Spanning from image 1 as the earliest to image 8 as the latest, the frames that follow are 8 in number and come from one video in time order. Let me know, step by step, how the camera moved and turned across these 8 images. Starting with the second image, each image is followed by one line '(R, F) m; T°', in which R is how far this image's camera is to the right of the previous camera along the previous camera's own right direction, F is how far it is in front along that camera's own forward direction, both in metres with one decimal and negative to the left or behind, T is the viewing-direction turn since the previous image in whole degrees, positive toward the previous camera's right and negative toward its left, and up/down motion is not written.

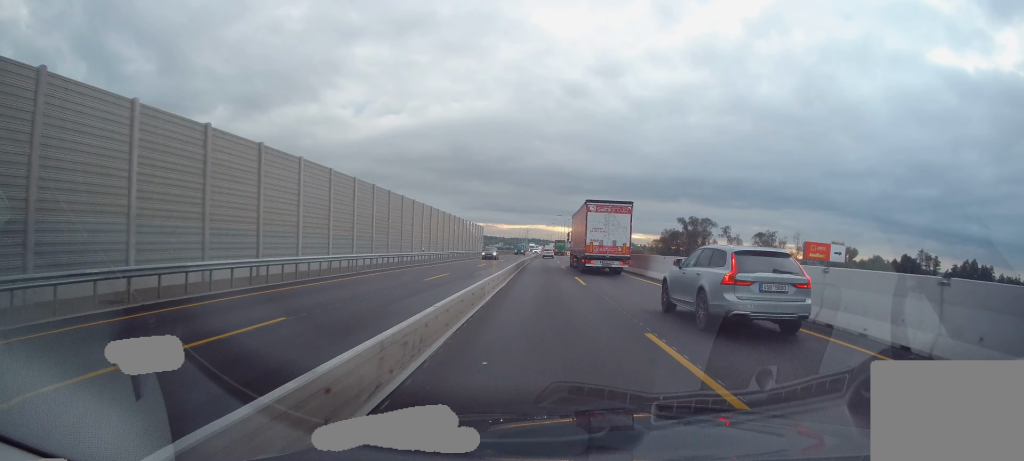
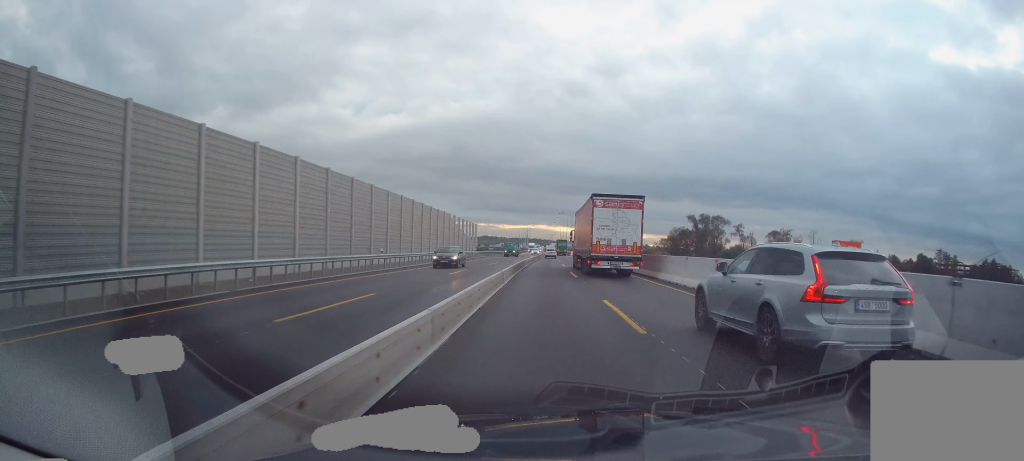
(+0.2, +12.1) m; 0°
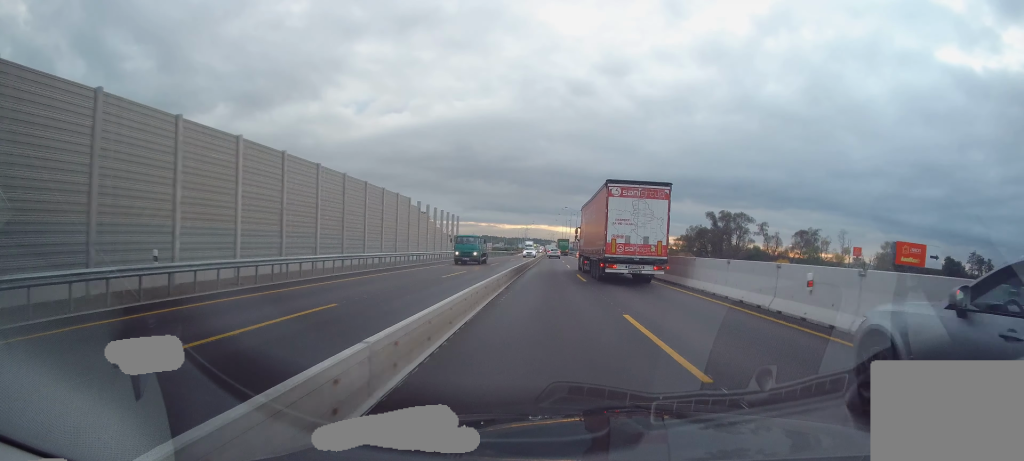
(-0.2, +21.7) m; 0°
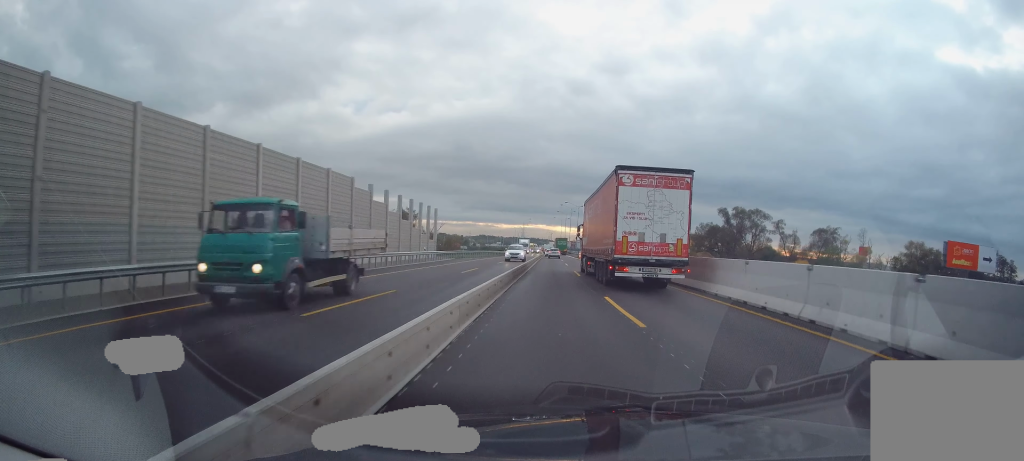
(+0.1, +14.1) m; 0°
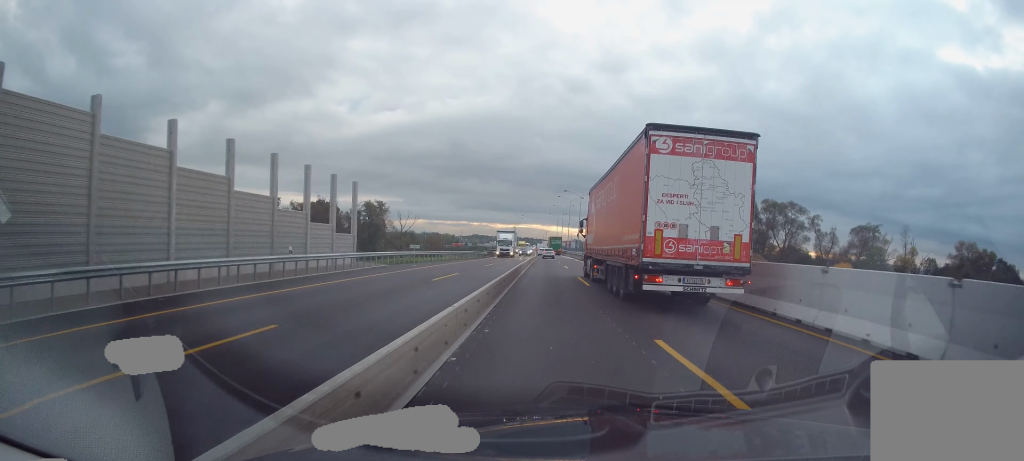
(+0.1, +24.8) m; +2°
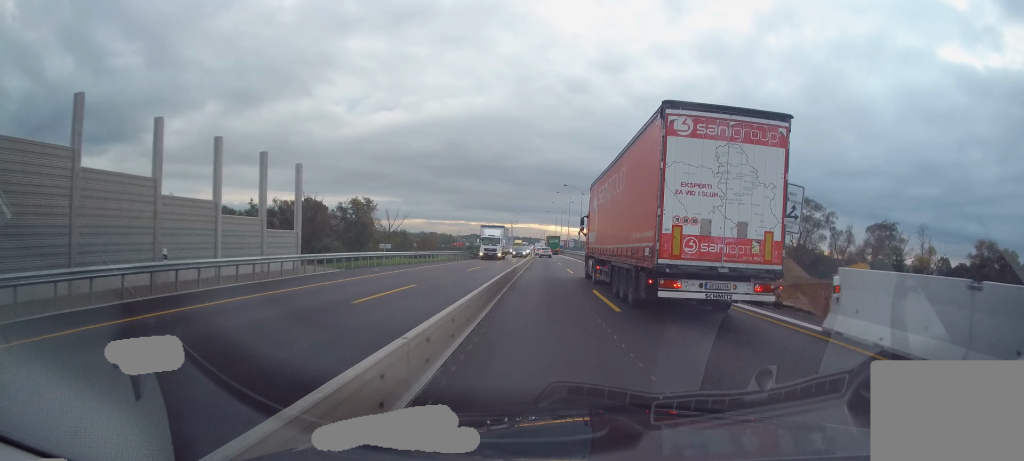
(0.0, +8.9) m; 0°
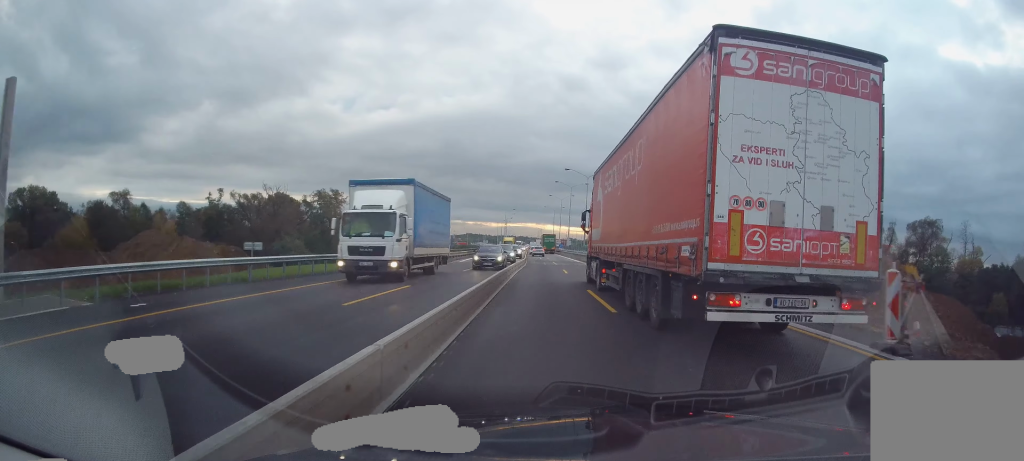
(-0.4, +18.3) m; -1°
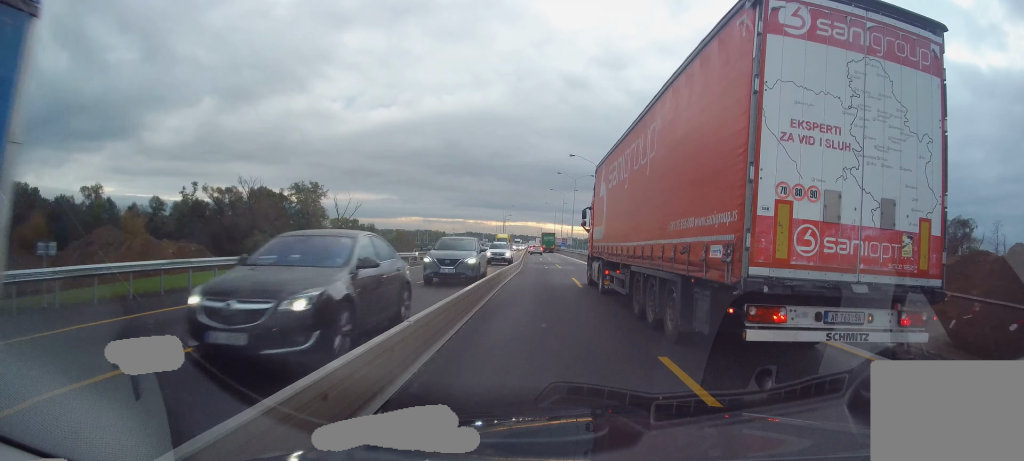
(0.0, +10.7) m; +1°
